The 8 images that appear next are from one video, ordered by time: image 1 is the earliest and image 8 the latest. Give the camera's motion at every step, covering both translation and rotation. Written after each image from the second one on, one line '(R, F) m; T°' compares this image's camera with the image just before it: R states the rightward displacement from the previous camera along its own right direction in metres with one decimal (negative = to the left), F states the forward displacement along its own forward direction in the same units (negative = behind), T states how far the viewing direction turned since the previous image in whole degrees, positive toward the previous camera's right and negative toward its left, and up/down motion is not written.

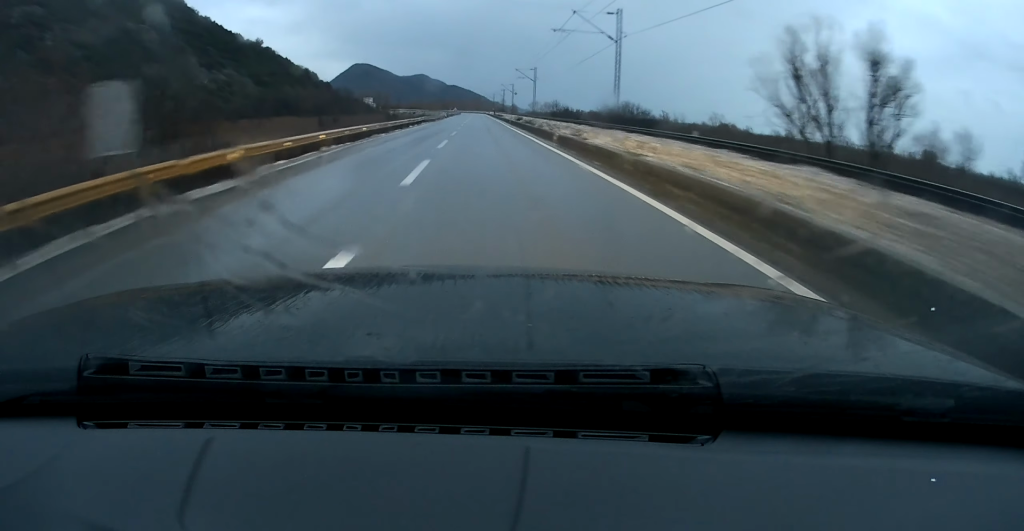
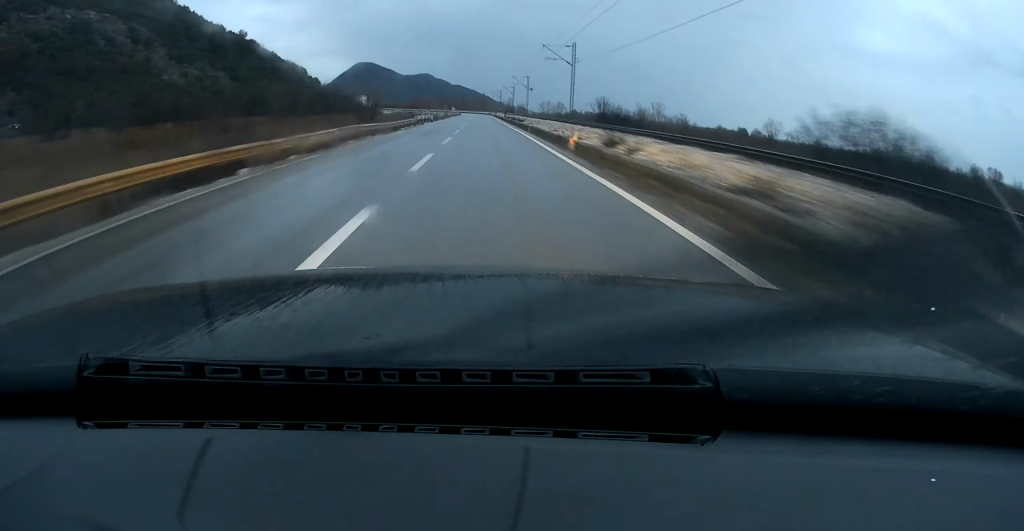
(0.0, +38.5) m; 0°
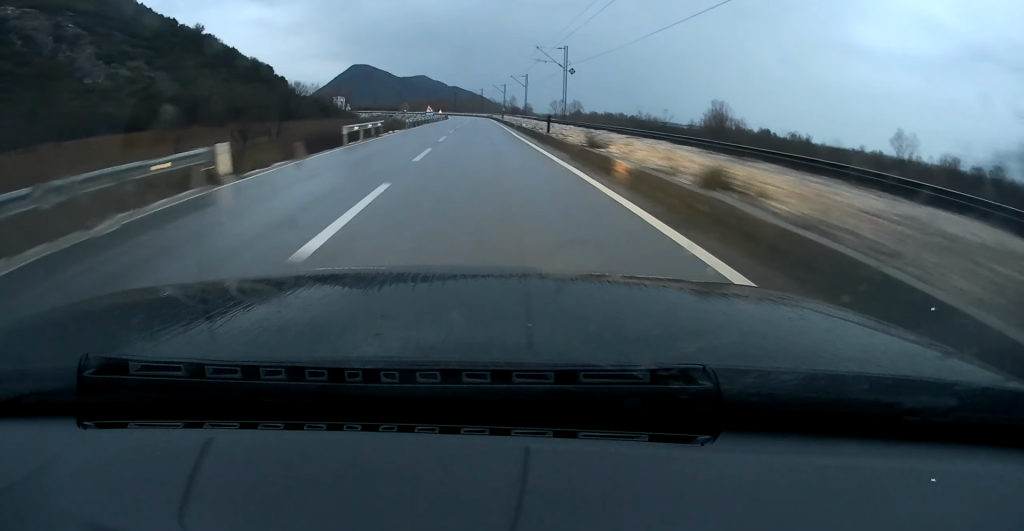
(0.0, +58.5) m; 0°
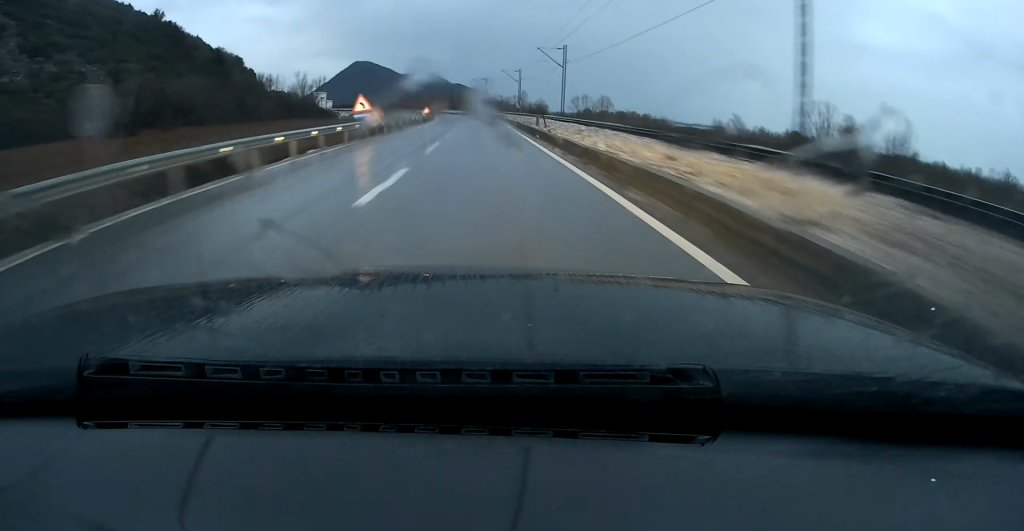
(-0.1, +48.6) m; -1°
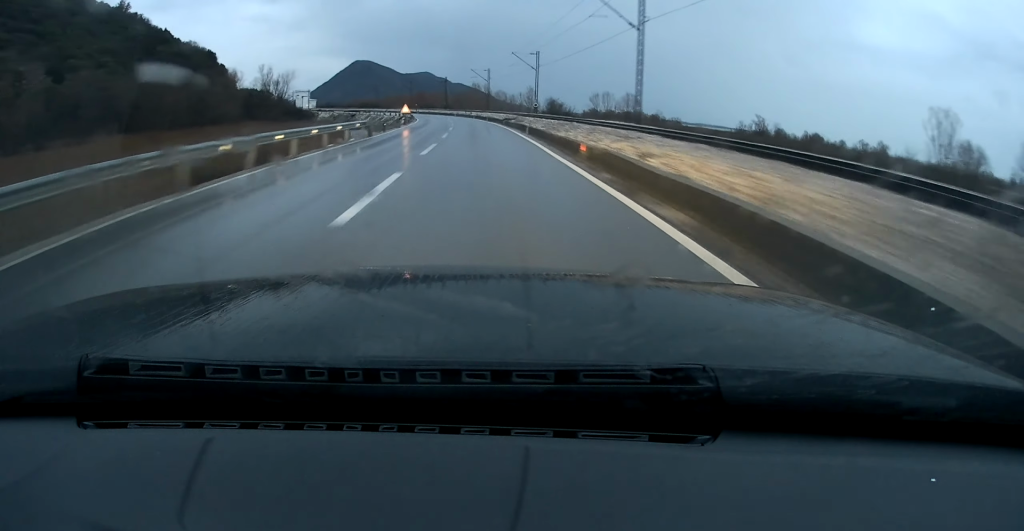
(-0.2, +31.9) m; -1°
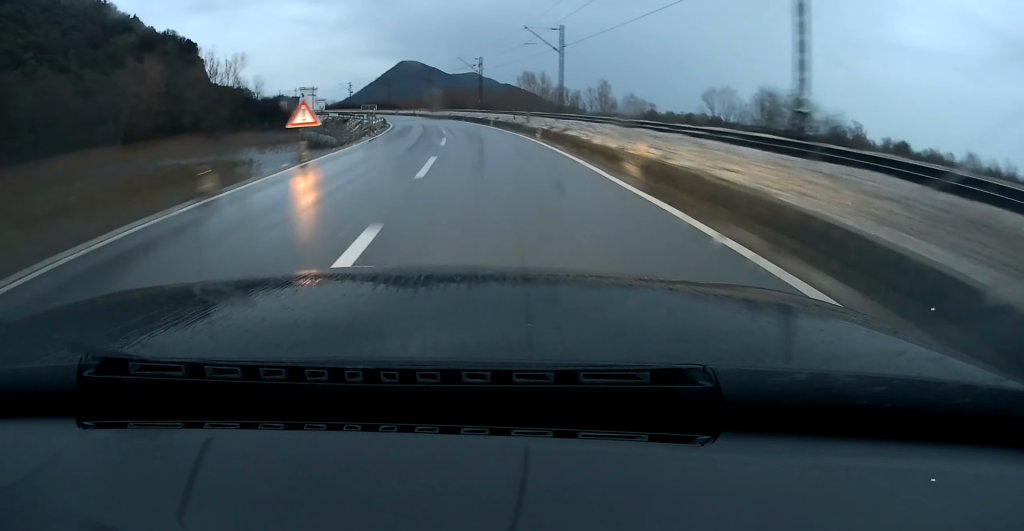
(-1.2, +56.0) m; -4°
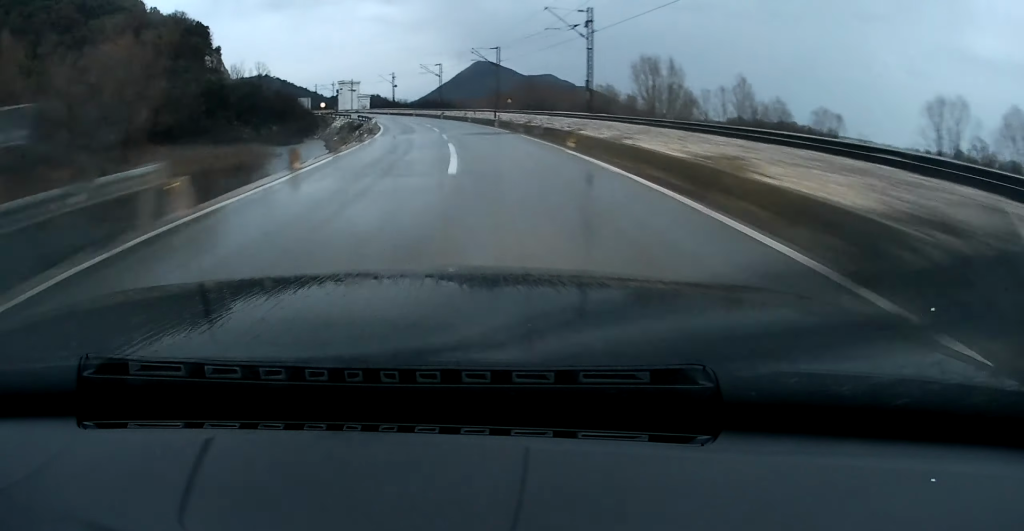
(-1.8, +42.9) m; -6°
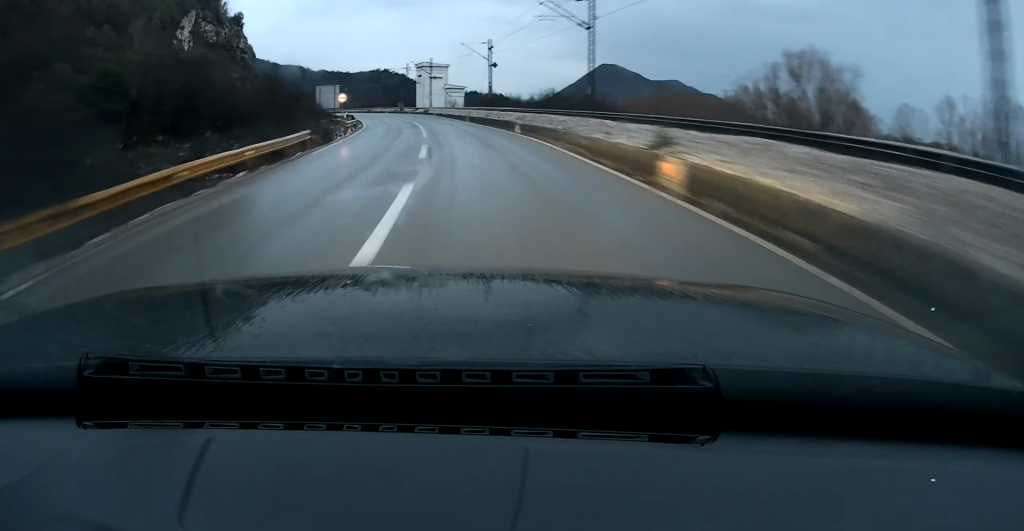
(-5.6, +62.0) m; -11°
